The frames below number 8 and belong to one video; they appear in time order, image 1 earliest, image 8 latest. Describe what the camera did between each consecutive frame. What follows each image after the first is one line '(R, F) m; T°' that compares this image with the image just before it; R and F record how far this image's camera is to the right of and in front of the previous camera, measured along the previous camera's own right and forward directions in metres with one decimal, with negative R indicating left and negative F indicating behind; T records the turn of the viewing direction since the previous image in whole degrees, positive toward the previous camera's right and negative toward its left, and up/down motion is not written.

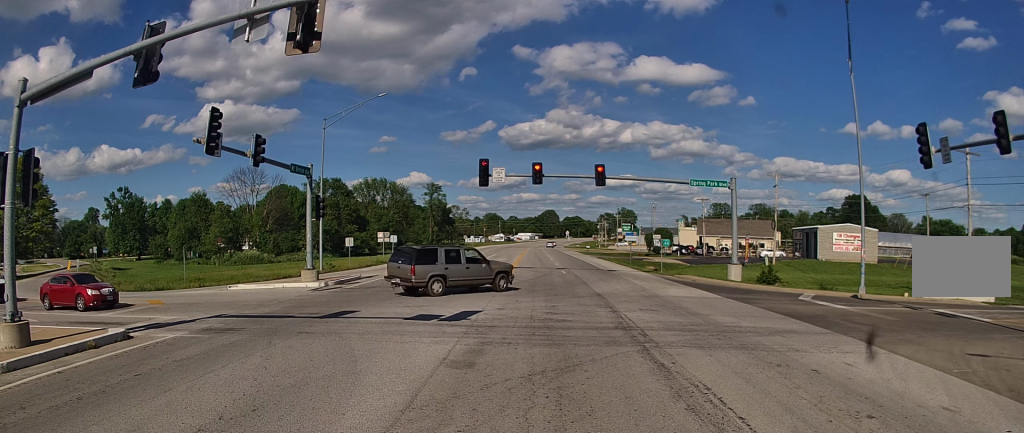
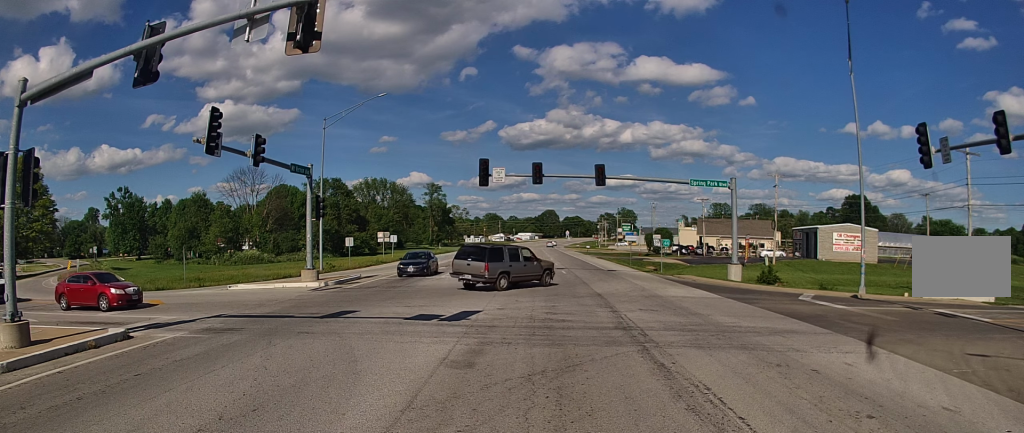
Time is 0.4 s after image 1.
(0.0, 0.0) m; 0°
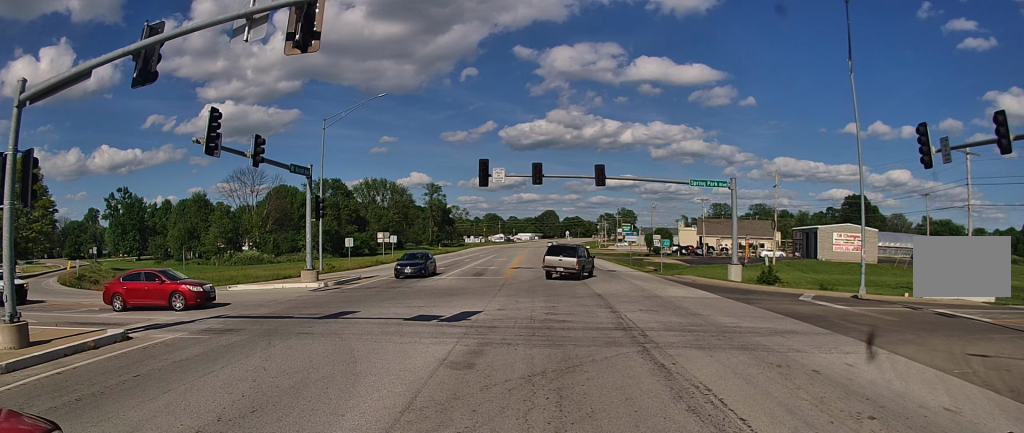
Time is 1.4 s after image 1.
(0.0, 0.0) m; 0°
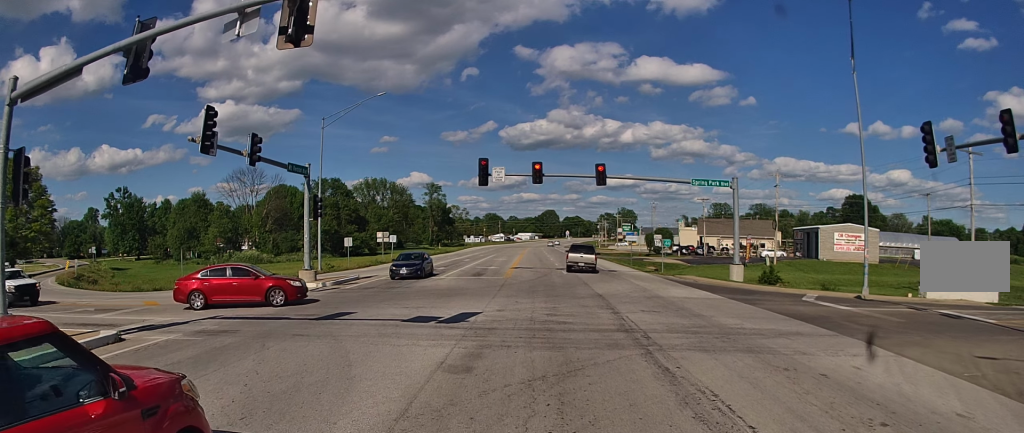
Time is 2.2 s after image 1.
(0.0, 0.0) m; 0°
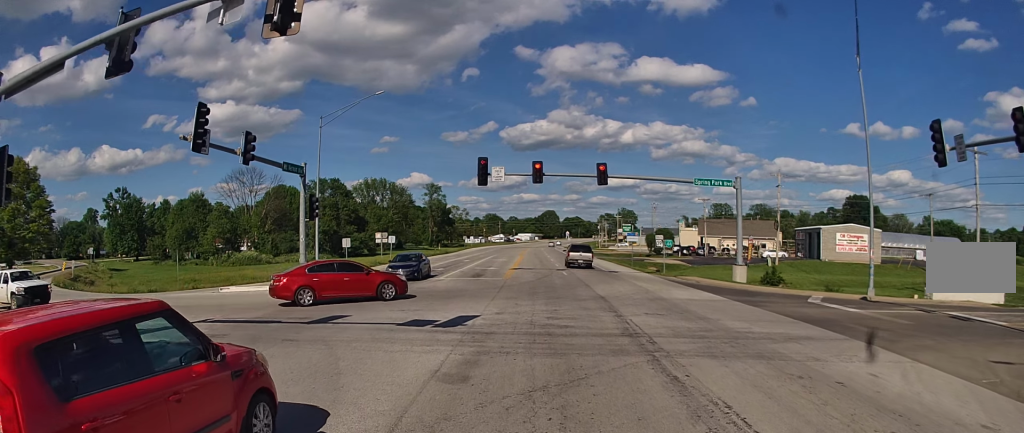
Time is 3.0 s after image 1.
(0.0, 0.0) m; 0°
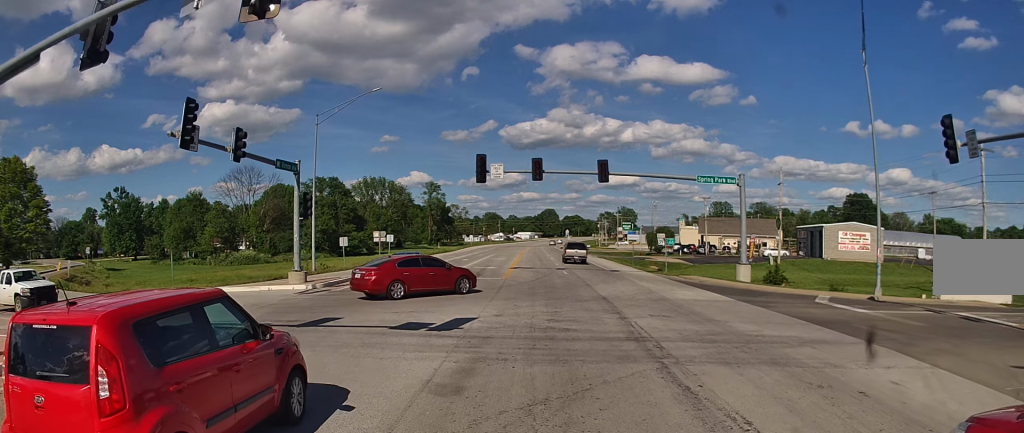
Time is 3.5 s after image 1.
(-0.2, +0.1) m; 0°
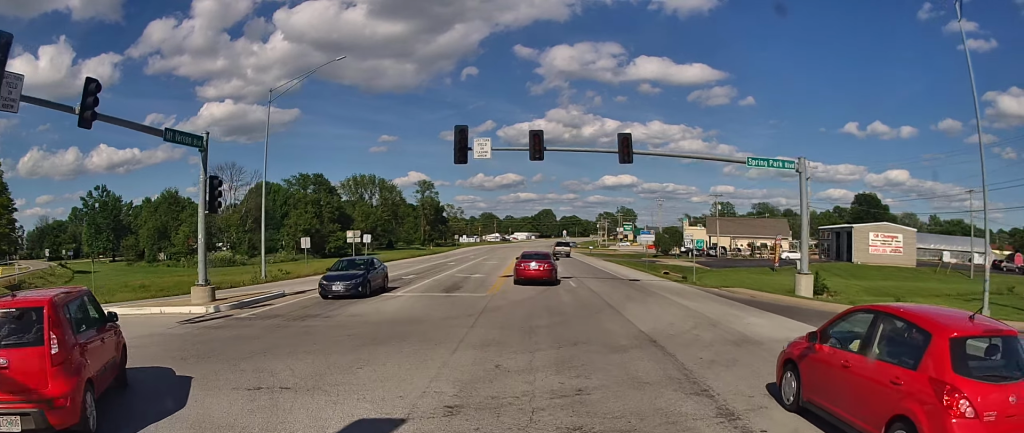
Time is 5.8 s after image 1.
(-1.1, +4.1) m; -2°
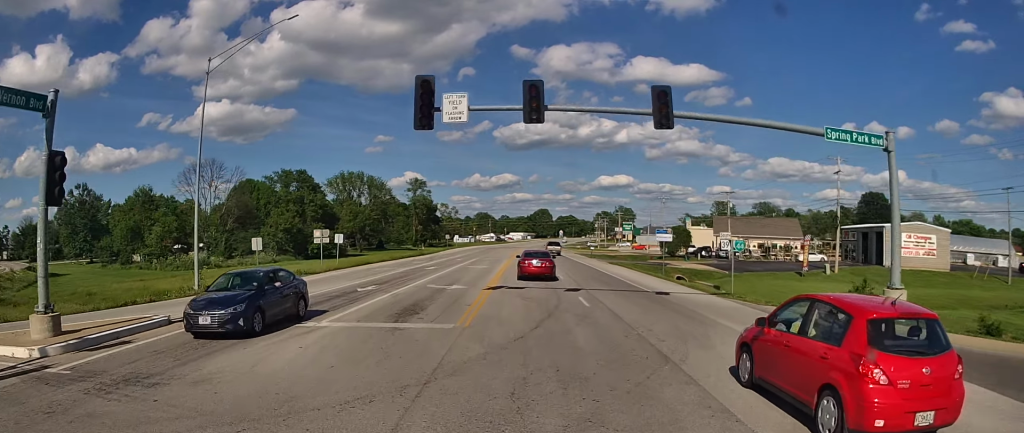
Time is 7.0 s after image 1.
(+0.2, +6.0) m; +1°
